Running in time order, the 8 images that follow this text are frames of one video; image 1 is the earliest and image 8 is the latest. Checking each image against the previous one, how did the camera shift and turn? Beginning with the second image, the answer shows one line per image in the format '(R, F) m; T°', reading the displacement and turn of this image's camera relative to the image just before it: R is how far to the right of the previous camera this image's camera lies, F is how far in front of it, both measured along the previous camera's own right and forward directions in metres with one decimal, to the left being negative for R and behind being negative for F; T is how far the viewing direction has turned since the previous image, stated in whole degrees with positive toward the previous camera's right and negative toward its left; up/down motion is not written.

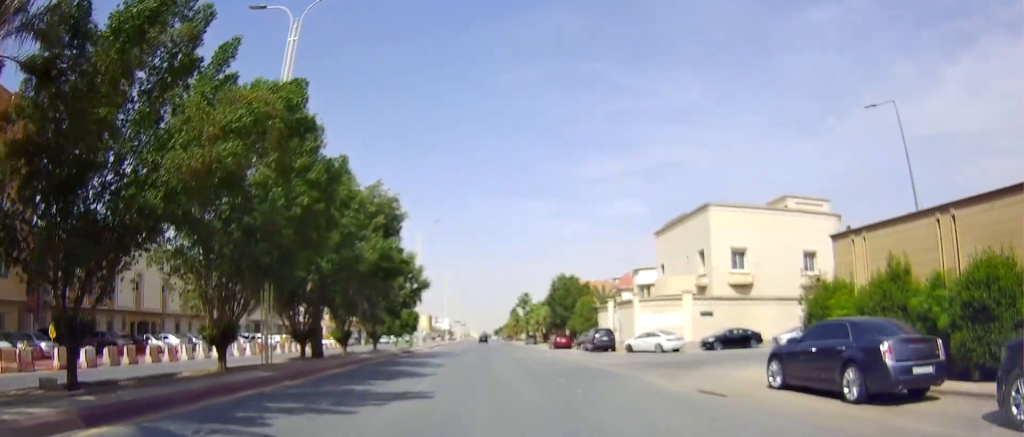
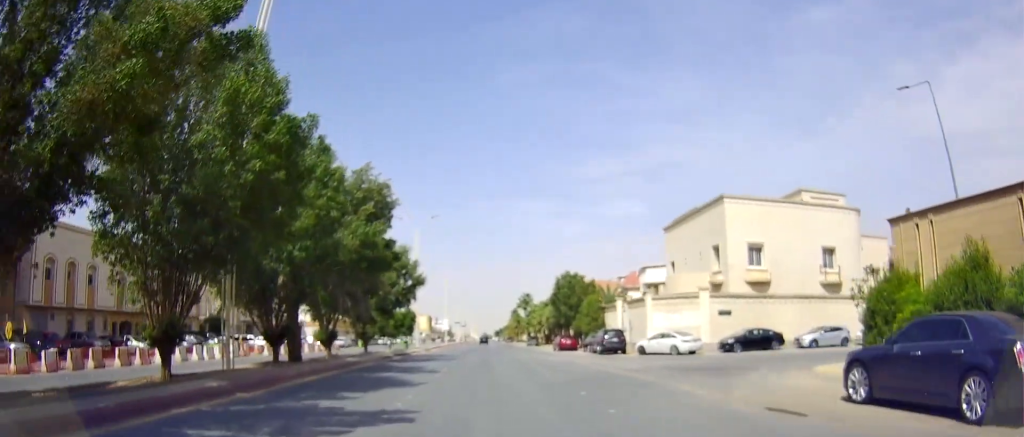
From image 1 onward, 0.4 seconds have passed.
(+0.1, +3.1) m; 0°
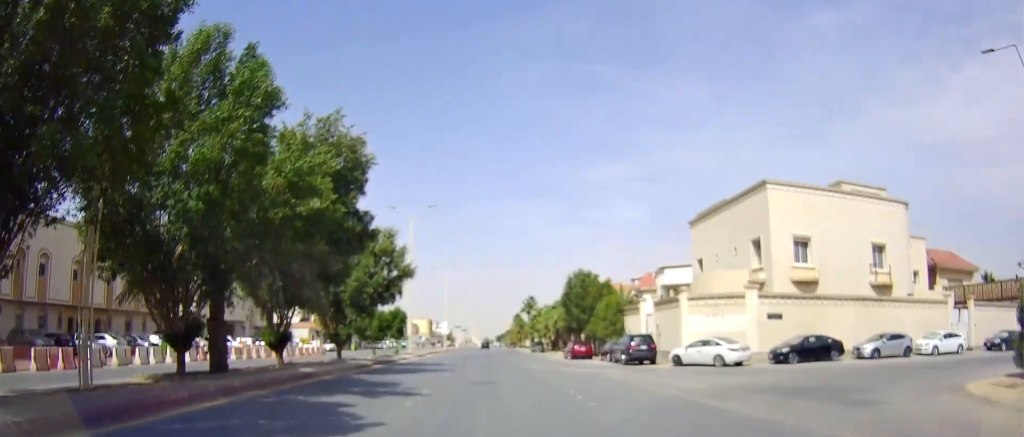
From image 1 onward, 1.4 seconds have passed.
(0.0, +6.7) m; -2°
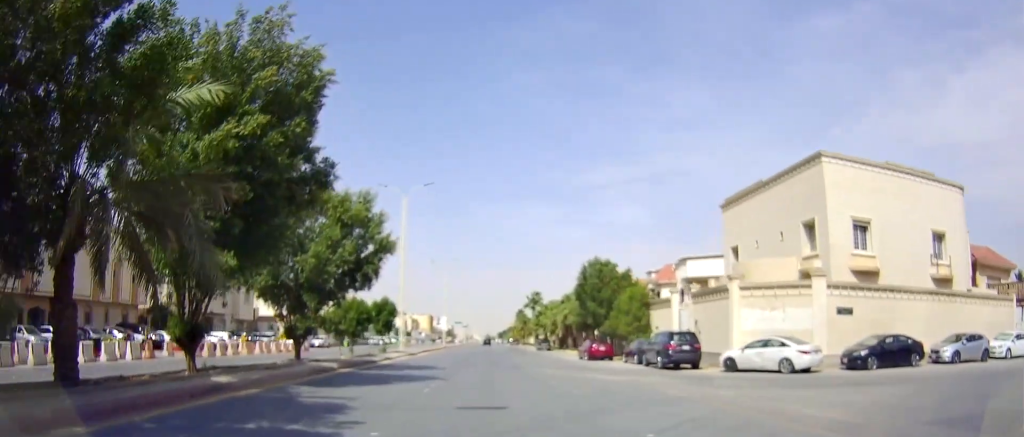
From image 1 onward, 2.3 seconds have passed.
(-0.2, +6.6) m; -2°
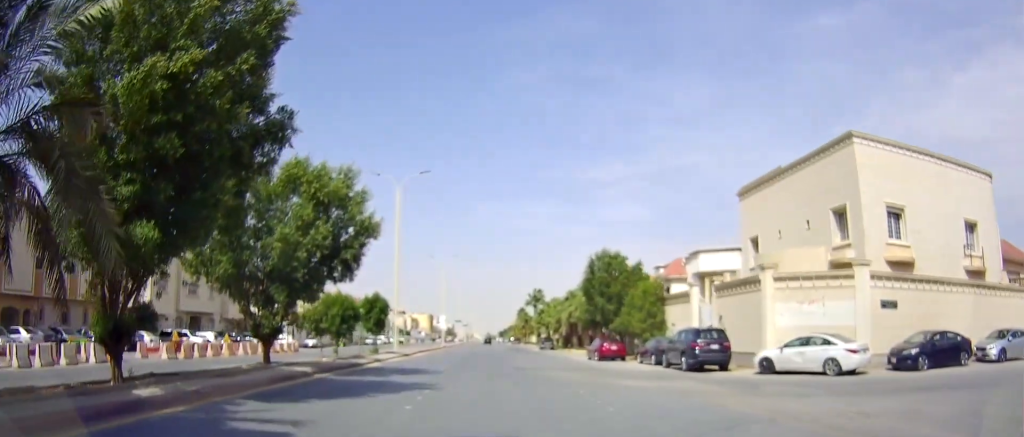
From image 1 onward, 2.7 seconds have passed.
(-0.1, +3.3) m; 0°
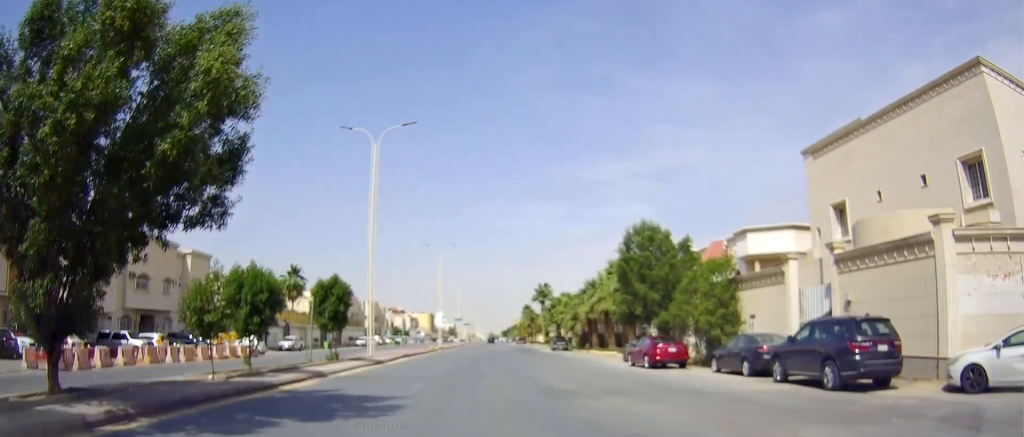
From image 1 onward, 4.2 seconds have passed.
(+0.1, +10.9) m; +1°
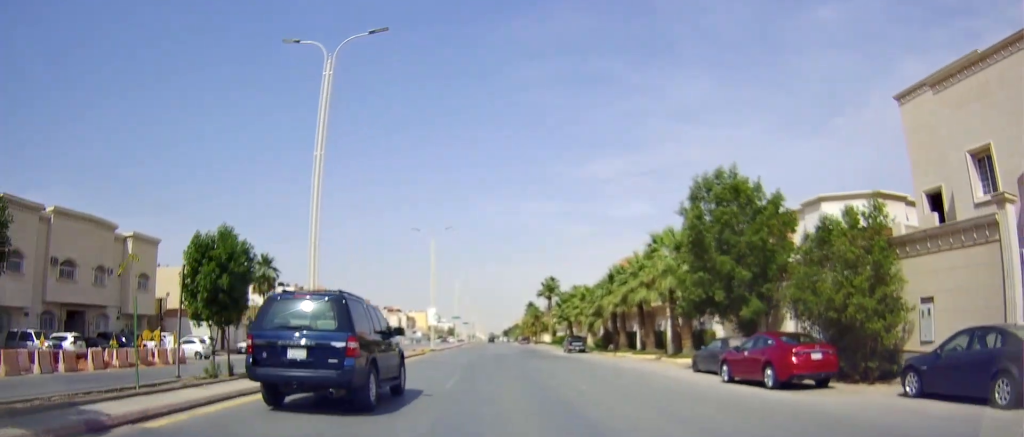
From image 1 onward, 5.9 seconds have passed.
(+0.7, +11.8) m; +2°
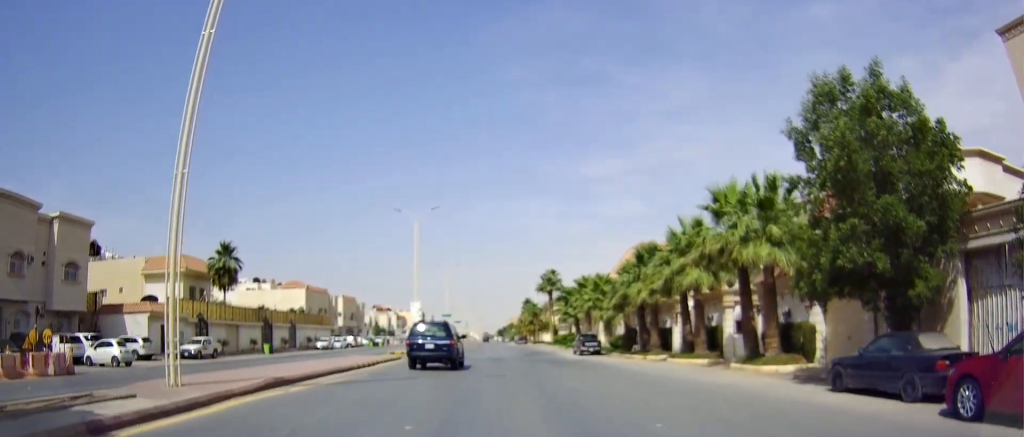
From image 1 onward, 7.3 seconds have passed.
(-1.0, +10.2) m; -5°
